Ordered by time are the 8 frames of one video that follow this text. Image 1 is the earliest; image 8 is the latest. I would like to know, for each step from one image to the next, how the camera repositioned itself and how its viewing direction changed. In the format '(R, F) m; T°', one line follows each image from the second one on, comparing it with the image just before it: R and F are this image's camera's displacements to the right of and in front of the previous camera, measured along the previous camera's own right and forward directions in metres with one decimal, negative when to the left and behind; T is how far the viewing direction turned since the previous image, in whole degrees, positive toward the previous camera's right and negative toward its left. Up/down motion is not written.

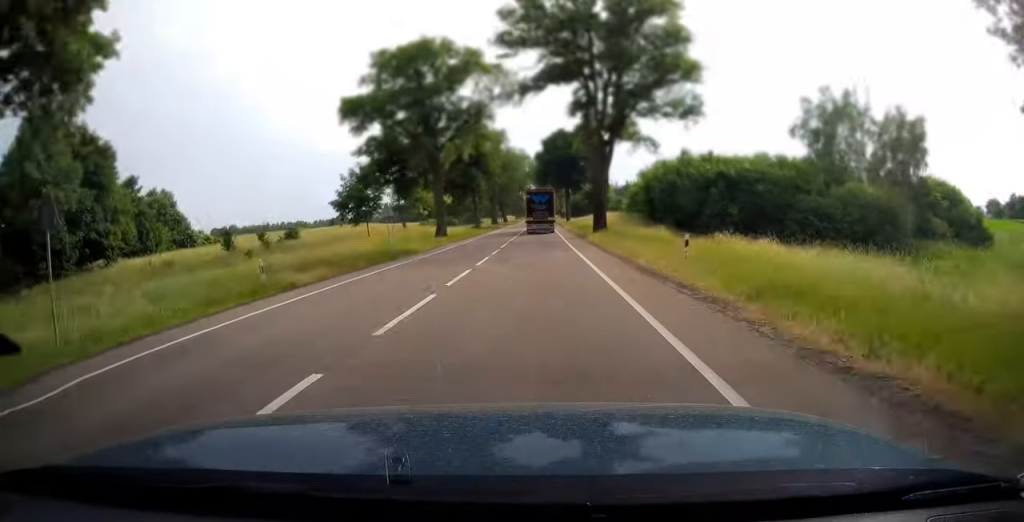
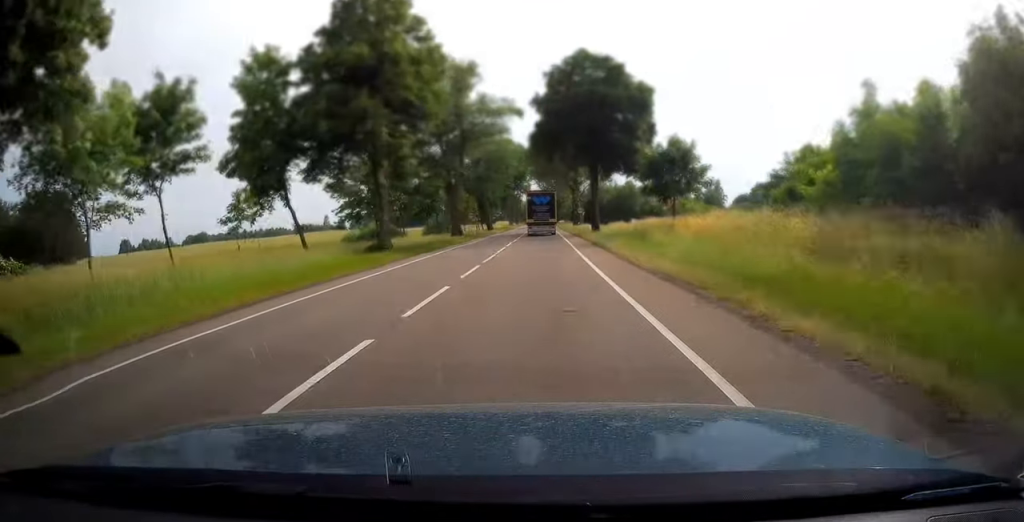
(-0.1, +52.4) m; 0°
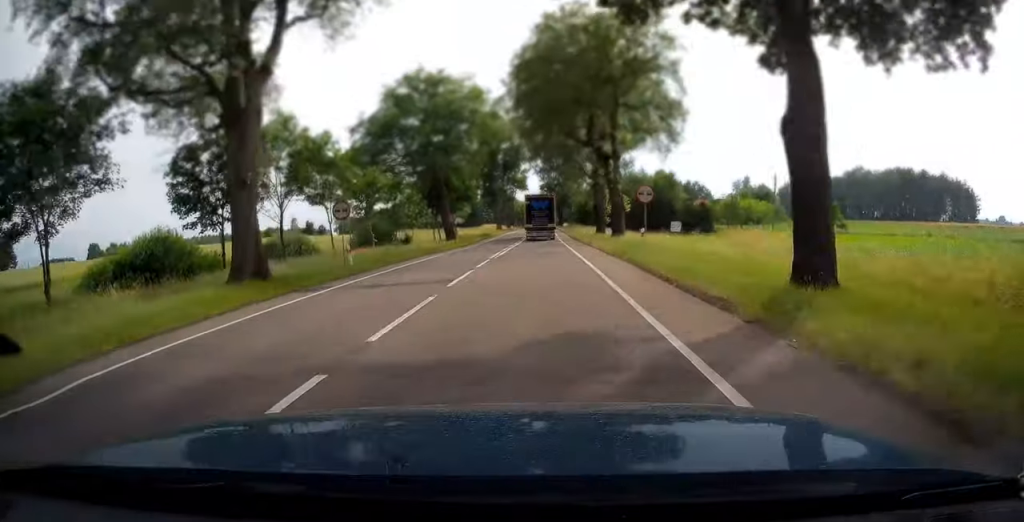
(-0.2, +44.2) m; 0°
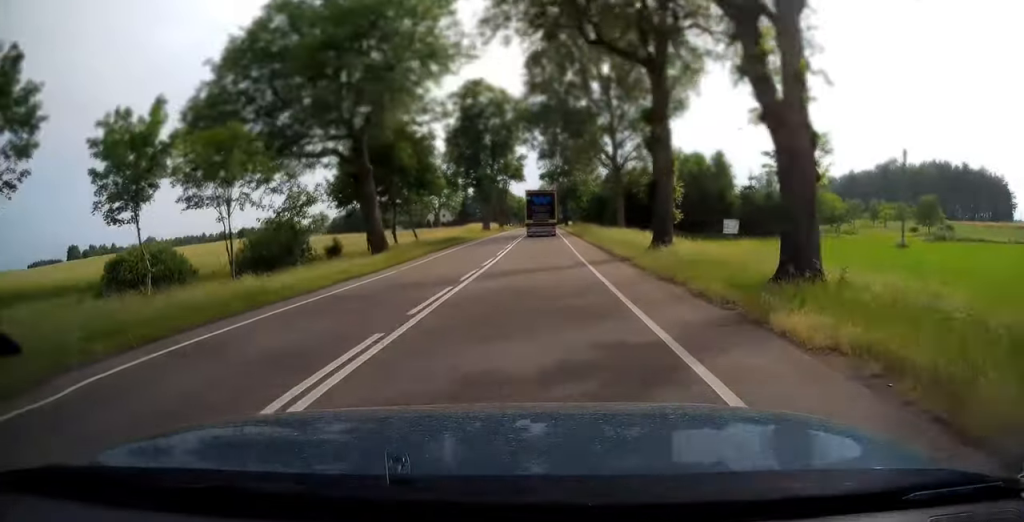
(-0.1, +27.5) m; 0°
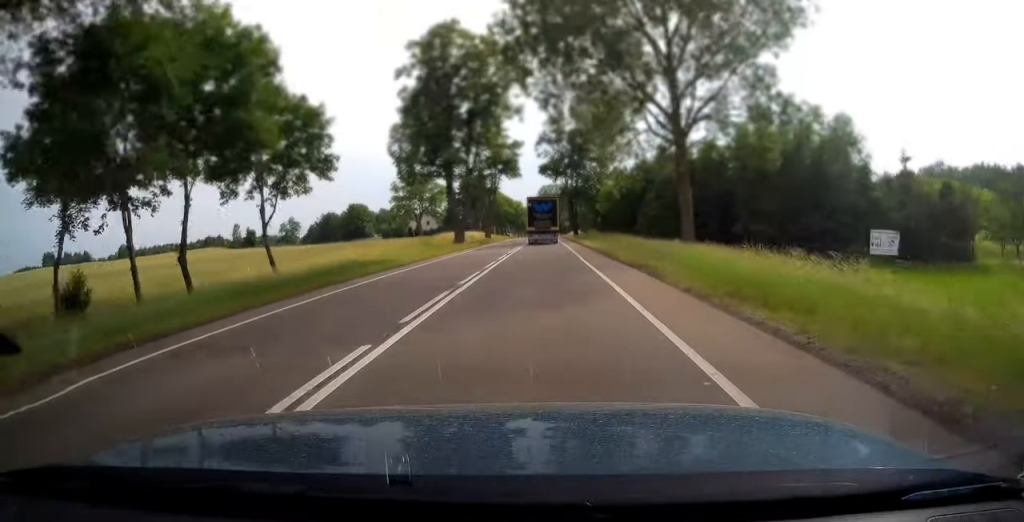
(+0.3, +31.1) m; 0°
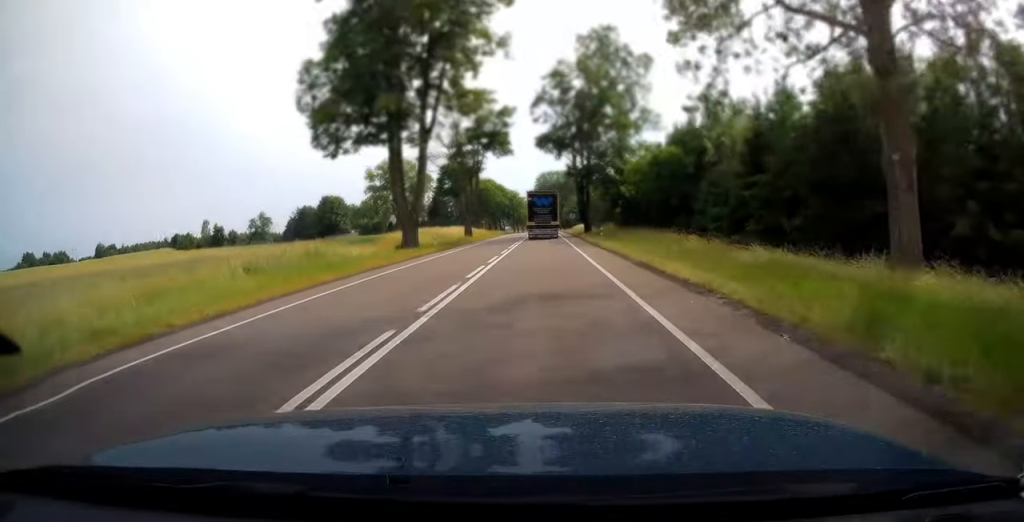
(+0.1, +23.1) m; 0°
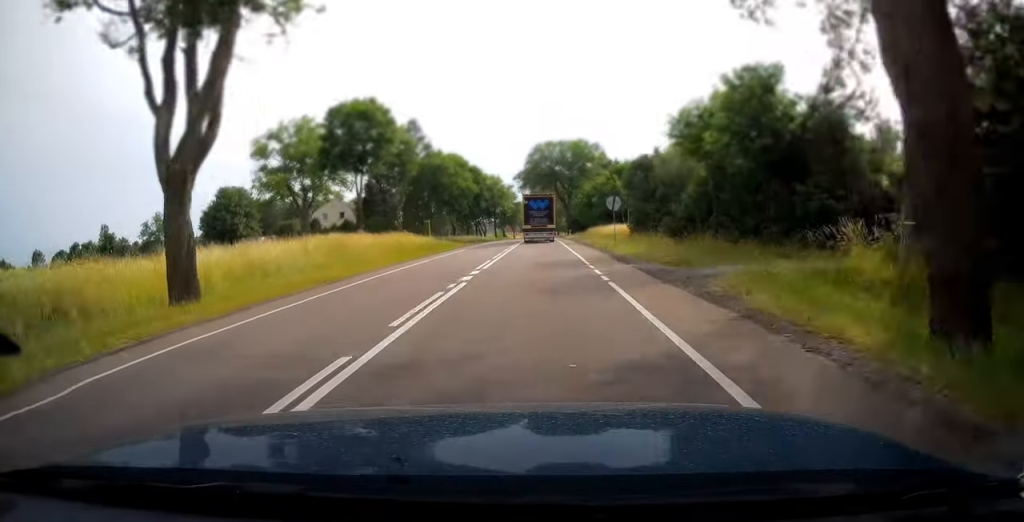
(-0.3, +55.4) m; 0°
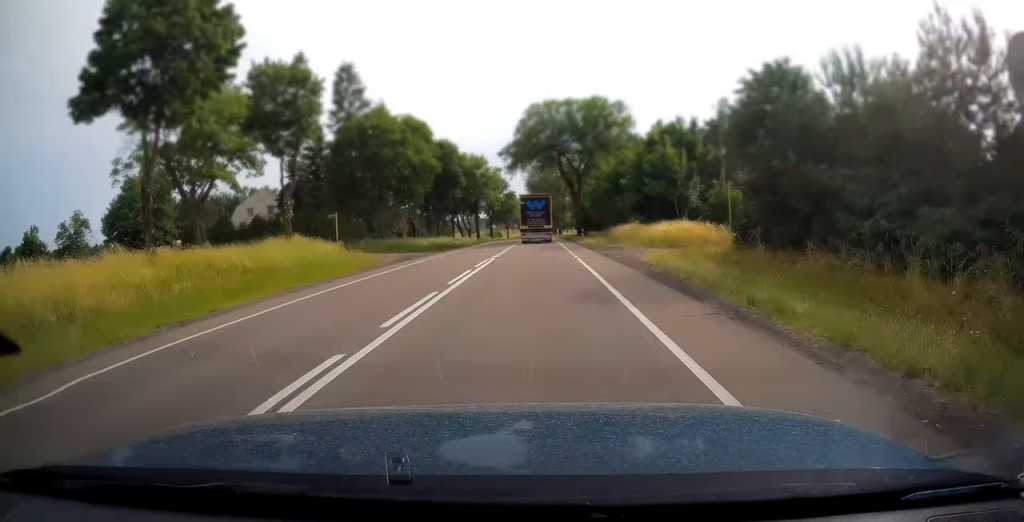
(+0.1, +29.5) m; 0°
